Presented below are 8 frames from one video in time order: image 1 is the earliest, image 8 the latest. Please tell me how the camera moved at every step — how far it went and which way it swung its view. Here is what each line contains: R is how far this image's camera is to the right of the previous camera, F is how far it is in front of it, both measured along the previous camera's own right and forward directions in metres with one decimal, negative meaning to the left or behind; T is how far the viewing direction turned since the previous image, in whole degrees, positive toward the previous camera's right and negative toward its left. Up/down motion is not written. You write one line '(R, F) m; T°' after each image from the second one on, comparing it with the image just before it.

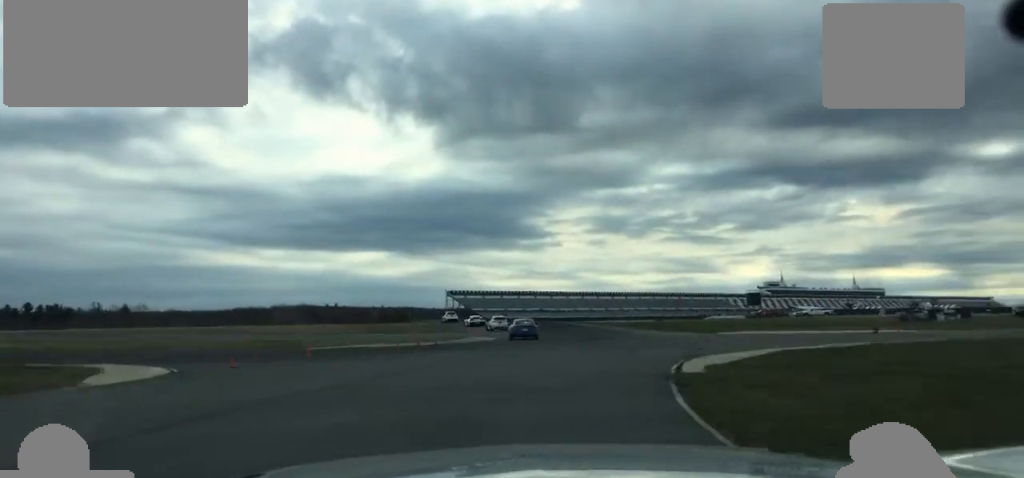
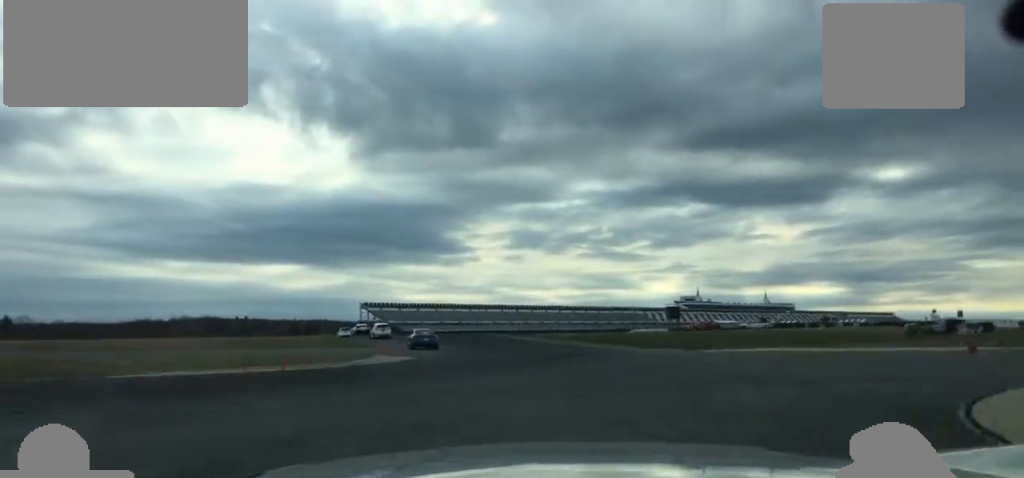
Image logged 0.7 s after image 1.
(+1.5, +17.3) m; +4°
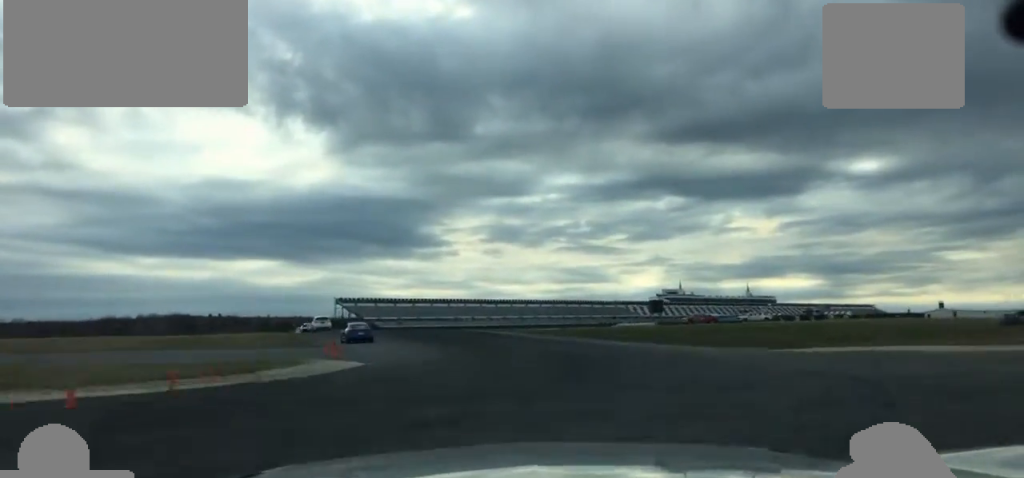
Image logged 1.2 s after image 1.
(0.0, +13.7) m; 0°
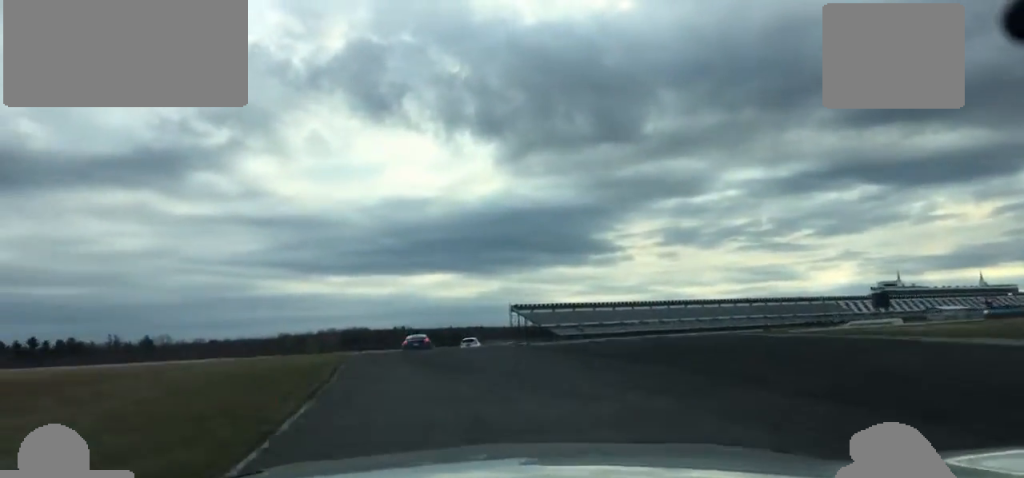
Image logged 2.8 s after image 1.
(-0.9, +46.0) m; -5°
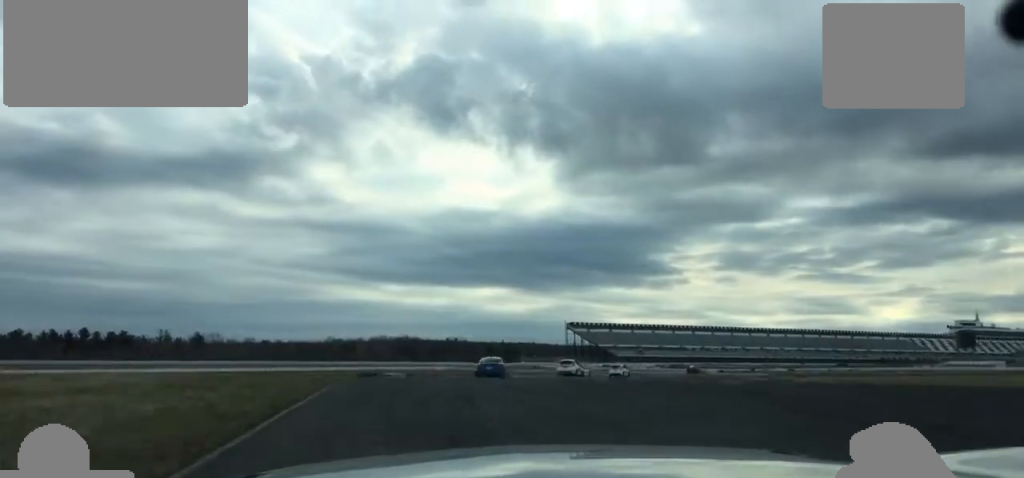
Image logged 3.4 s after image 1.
(-1.1, +18.0) m; -1°
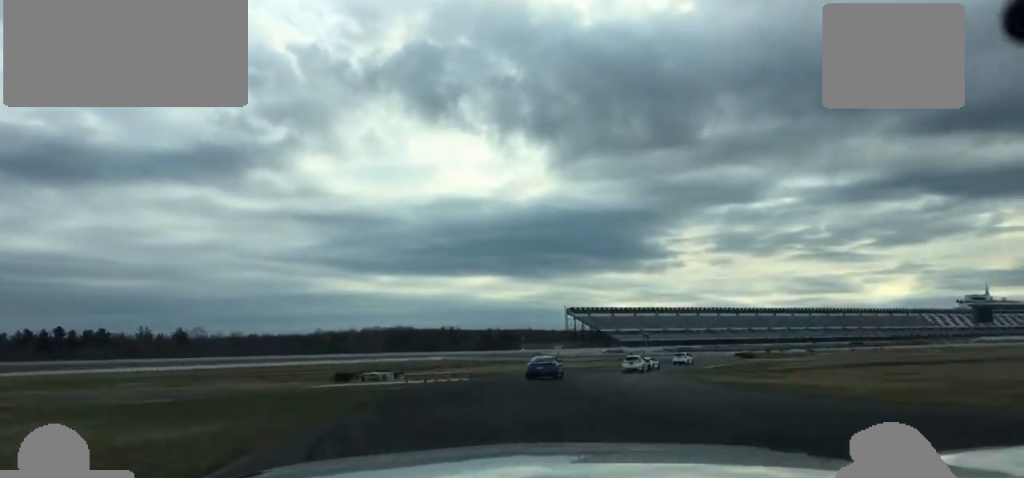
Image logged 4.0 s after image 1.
(-0.4, +18.1) m; +1°
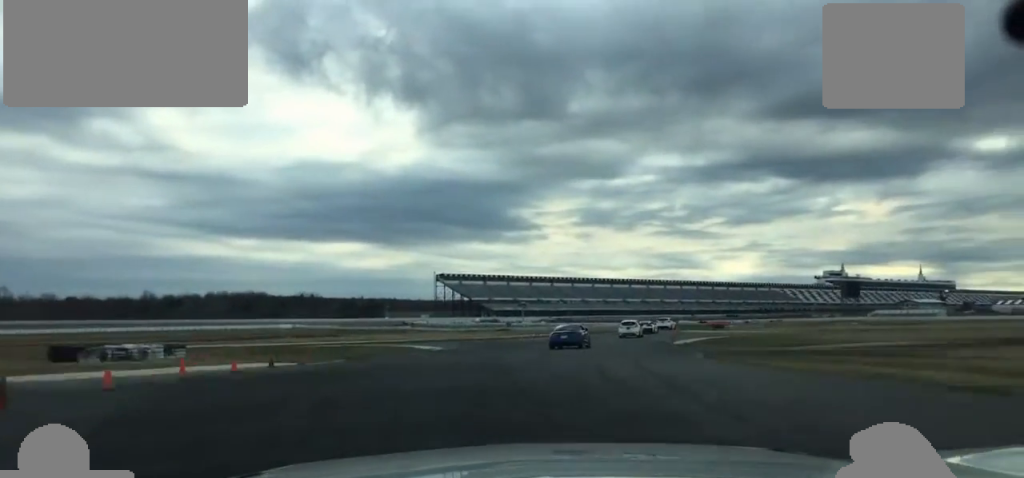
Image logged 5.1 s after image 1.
(+1.9, +34.3) m; +7°
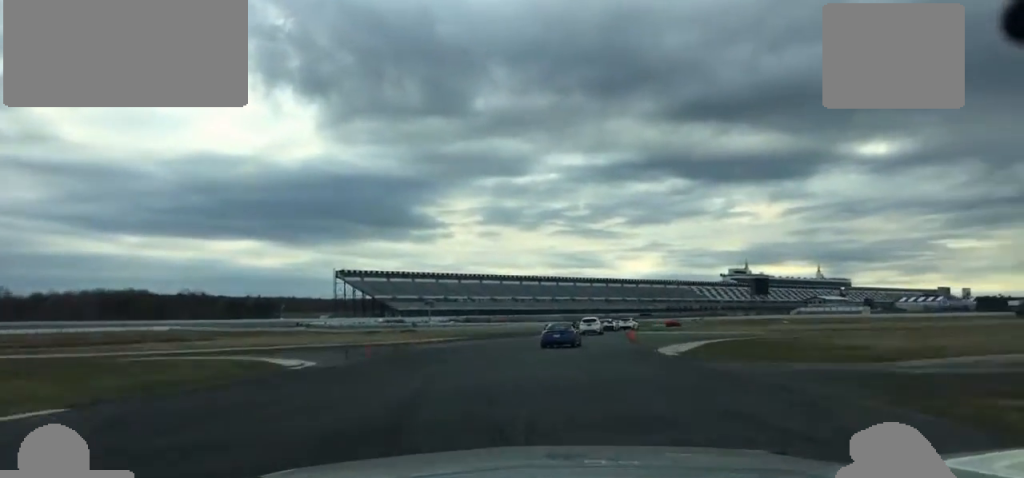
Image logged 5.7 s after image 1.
(+0.6, +18.2) m; +4°
